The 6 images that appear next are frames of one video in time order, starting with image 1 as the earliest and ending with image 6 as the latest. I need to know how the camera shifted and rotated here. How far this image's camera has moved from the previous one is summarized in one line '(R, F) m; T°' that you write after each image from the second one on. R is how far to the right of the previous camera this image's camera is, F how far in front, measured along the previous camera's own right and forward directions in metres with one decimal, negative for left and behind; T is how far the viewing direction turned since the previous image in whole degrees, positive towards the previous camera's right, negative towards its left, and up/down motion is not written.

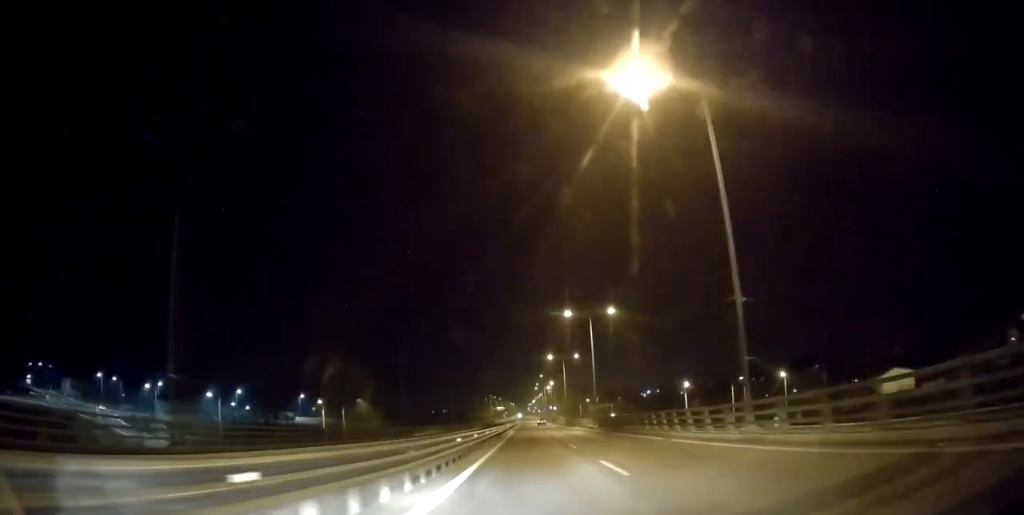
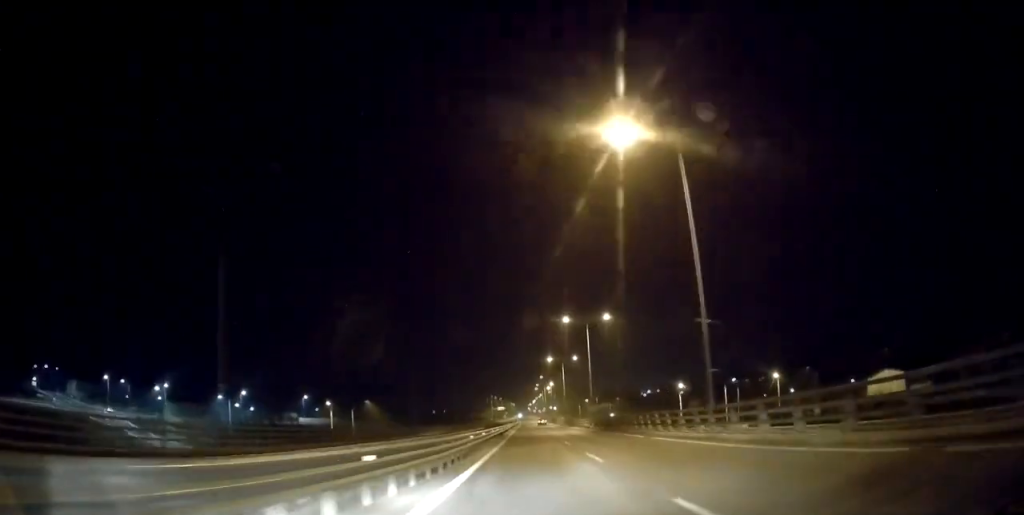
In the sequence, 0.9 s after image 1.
(-0.2, +21.6) m; 0°
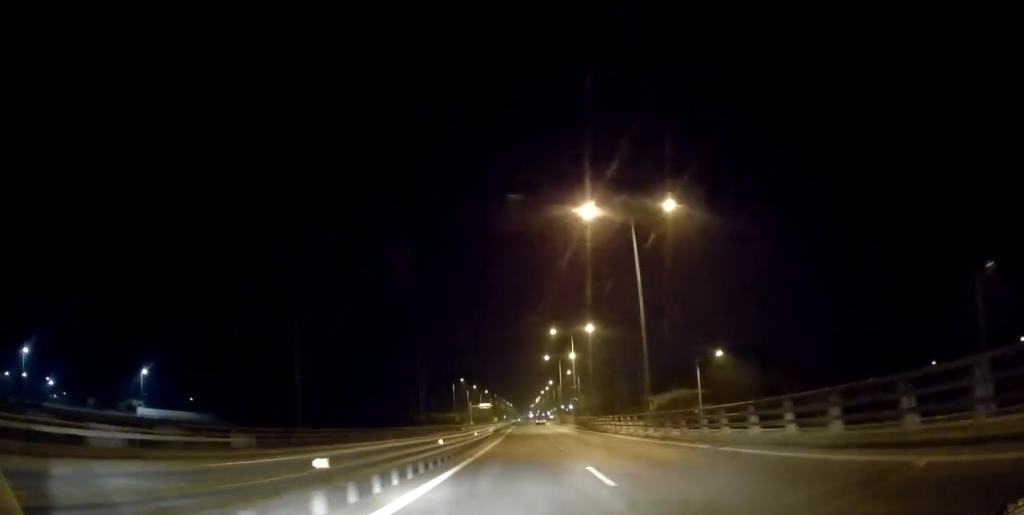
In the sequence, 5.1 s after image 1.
(+0.8, +123.3) m; 0°
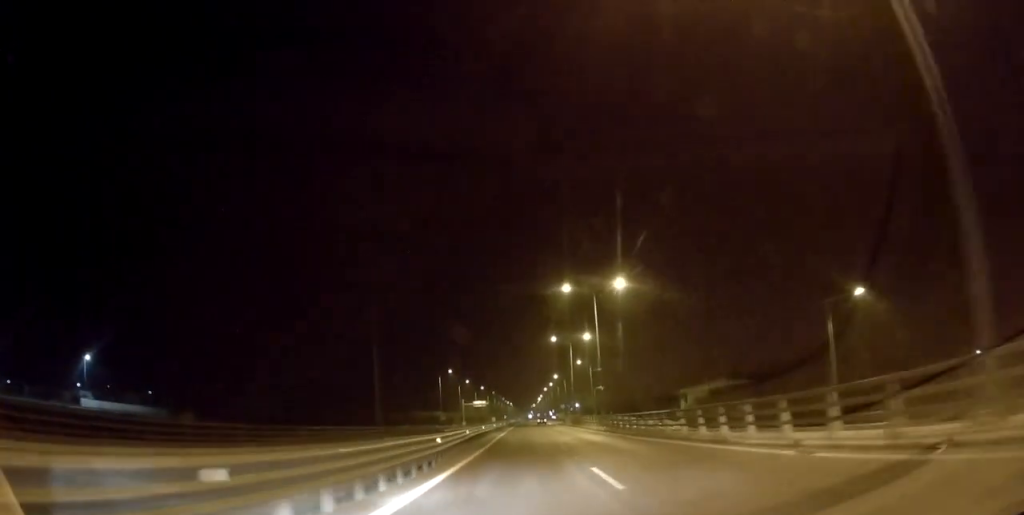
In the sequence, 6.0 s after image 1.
(0.0, +25.4) m; -1°
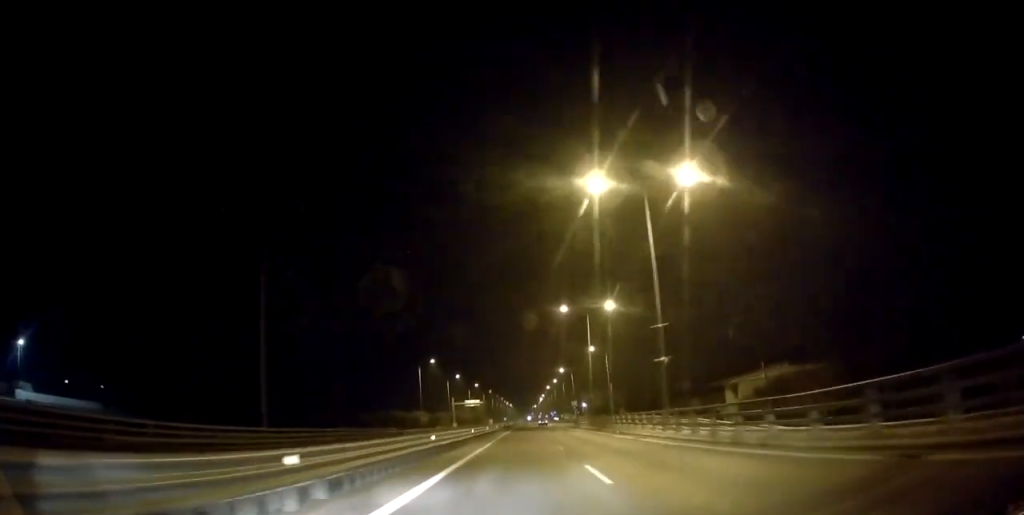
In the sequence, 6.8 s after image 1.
(-0.3, +23.8) m; 0°
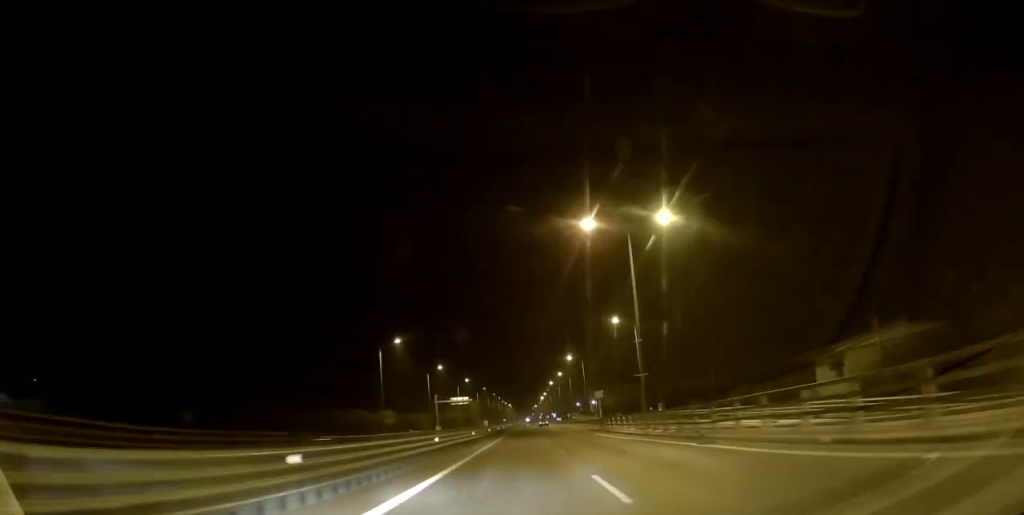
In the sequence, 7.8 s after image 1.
(+0.2, +26.8) m; +1°
